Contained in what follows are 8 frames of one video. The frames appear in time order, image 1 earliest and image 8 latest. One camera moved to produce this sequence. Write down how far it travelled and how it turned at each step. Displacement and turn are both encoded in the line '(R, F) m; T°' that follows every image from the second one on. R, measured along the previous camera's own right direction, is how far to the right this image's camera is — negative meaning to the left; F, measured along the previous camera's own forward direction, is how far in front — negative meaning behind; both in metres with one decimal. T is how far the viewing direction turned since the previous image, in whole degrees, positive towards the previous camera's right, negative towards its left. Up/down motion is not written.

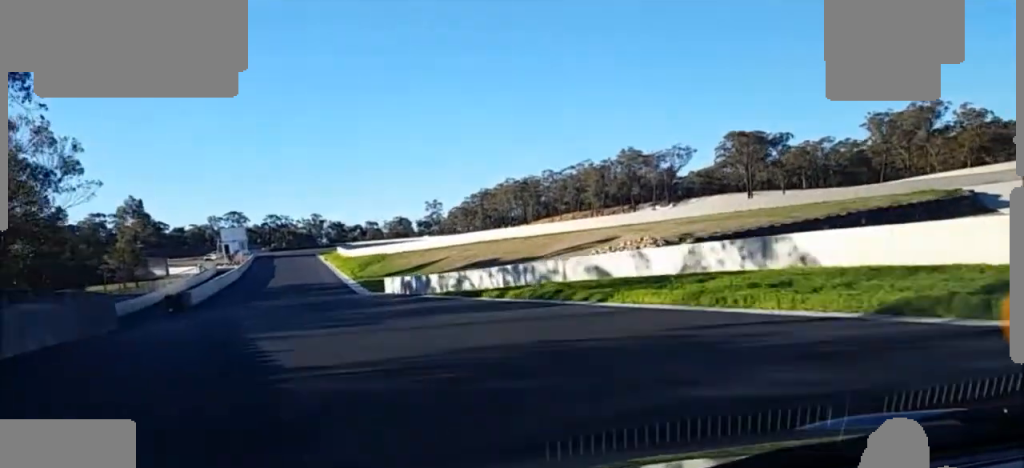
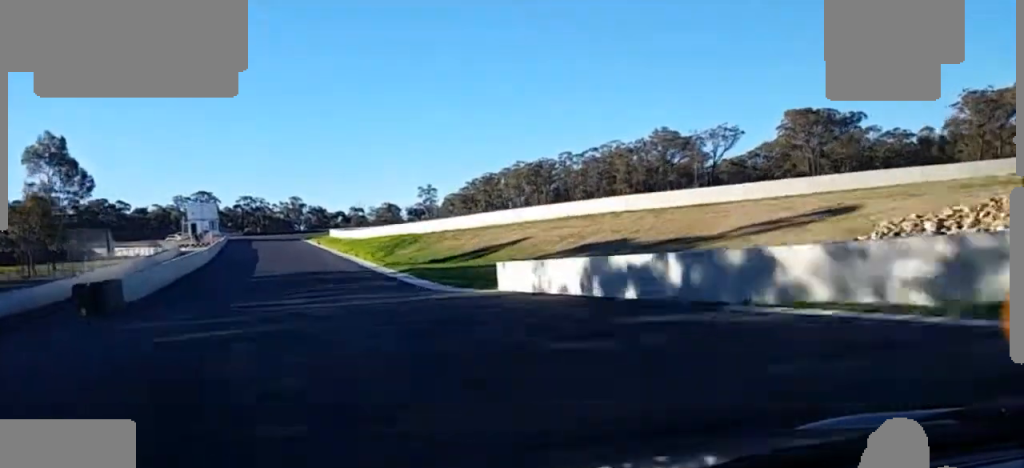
(+0.8, +33.2) m; +3°
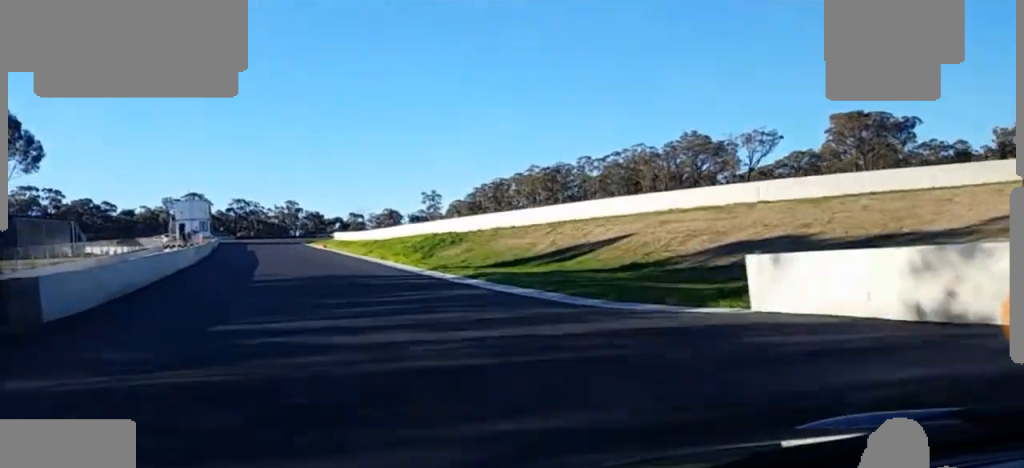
(-0.1, +16.9) m; +1°
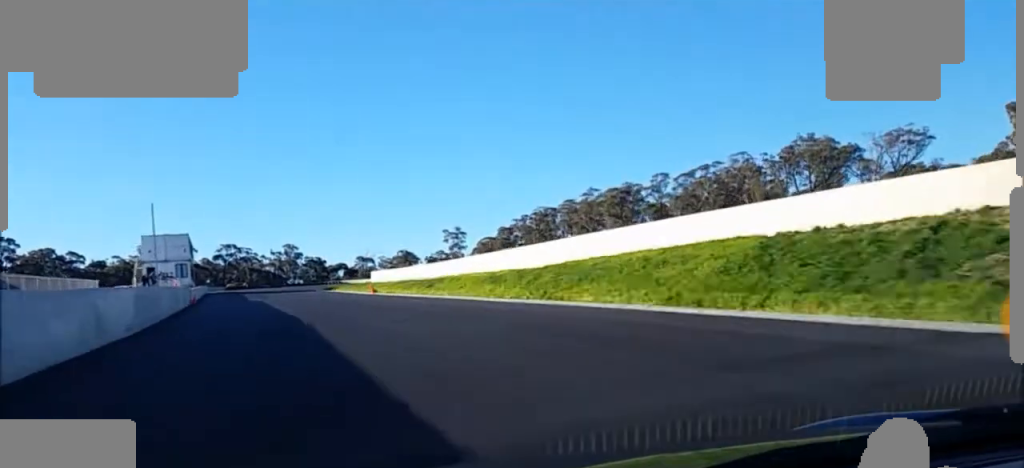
(+1.3, +42.1) m; +2°
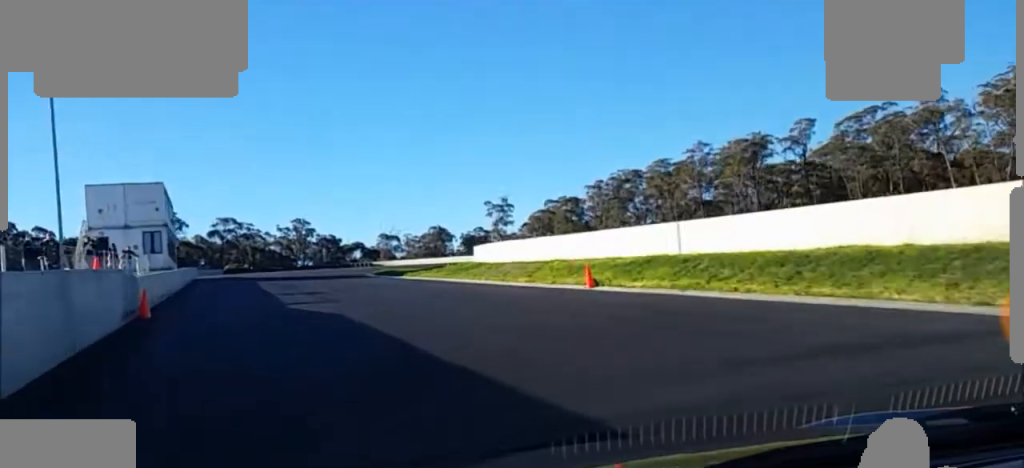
(+0.2, +36.9) m; 0°
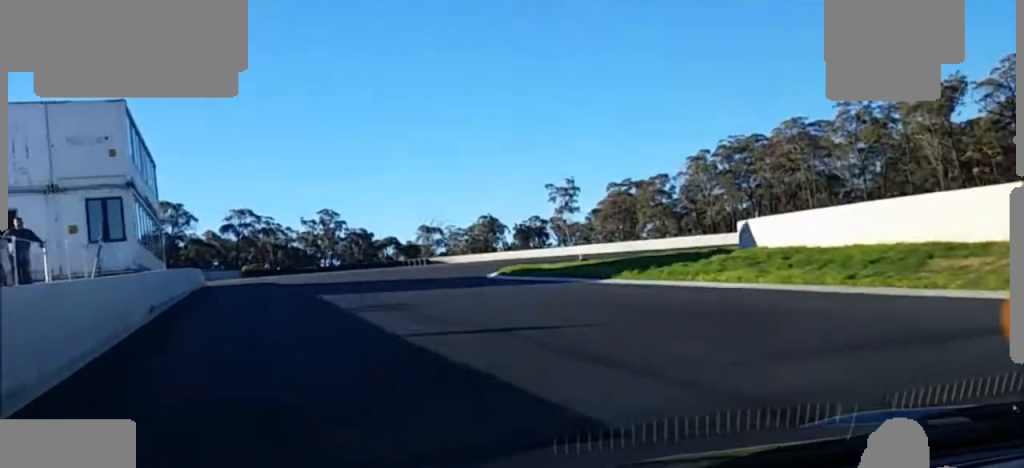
(0.0, +29.0) m; +1°
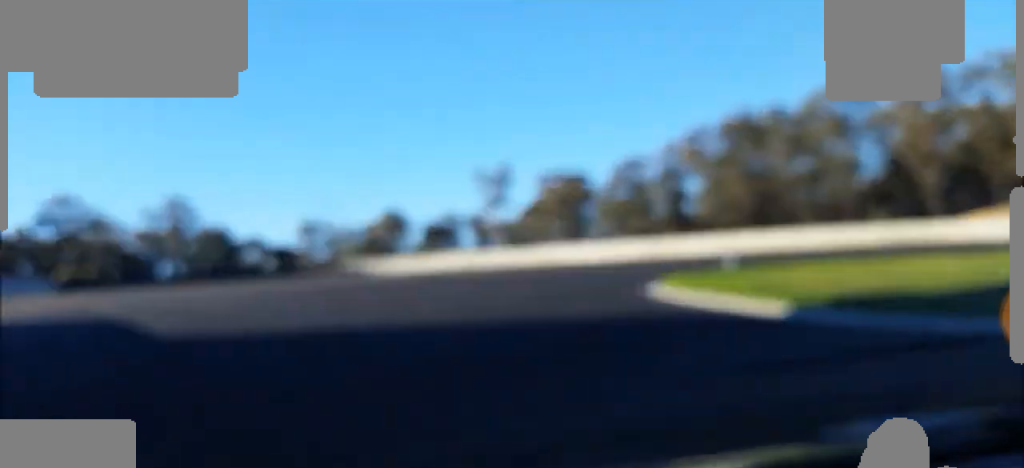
(+0.7, +28.1) m; +13°
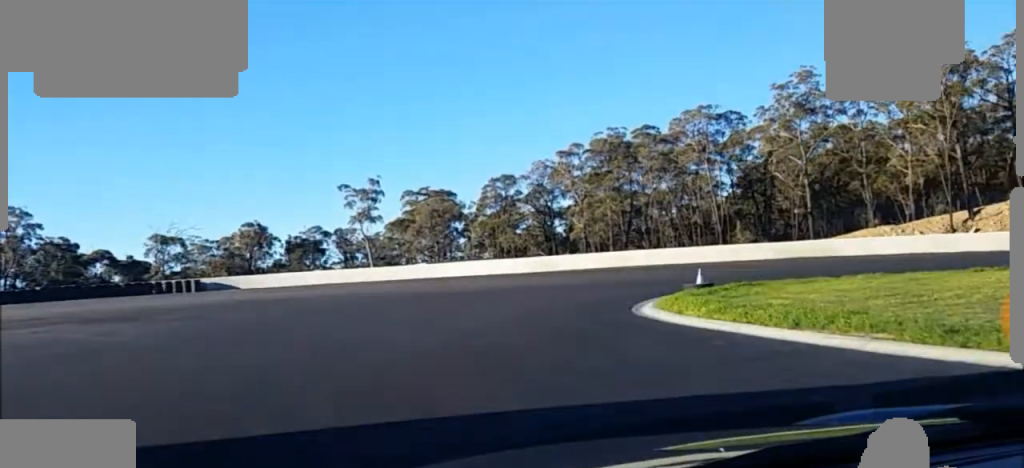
(0.0, +9.6) m; +11°
